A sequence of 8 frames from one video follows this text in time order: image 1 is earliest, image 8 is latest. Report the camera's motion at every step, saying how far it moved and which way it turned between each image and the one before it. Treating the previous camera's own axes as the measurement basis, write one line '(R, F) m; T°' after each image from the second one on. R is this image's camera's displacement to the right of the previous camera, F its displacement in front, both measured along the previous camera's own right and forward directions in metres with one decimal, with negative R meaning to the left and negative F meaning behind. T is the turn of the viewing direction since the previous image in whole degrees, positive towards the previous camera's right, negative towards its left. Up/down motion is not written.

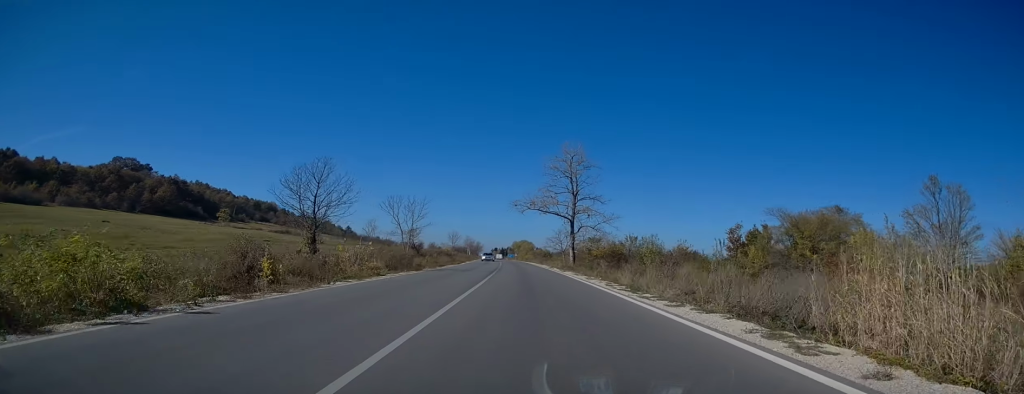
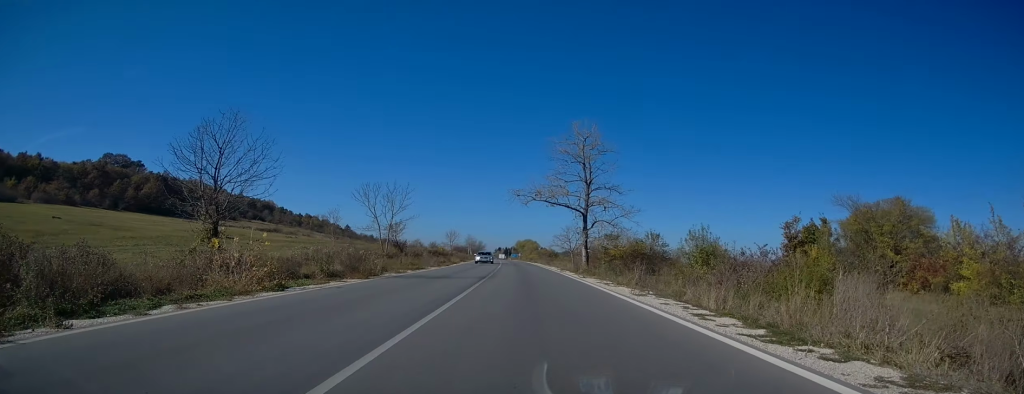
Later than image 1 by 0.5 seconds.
(-0.1, +11.4) m; 0°
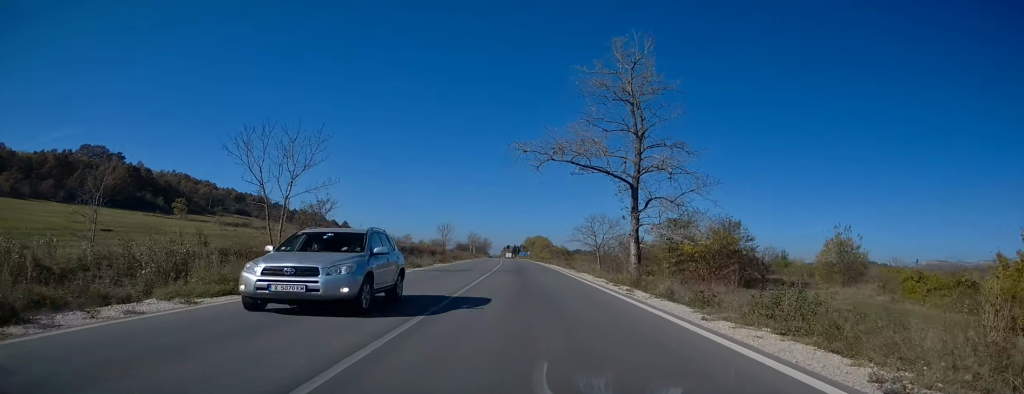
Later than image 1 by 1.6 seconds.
(-0.1, +24.5) m; 0°
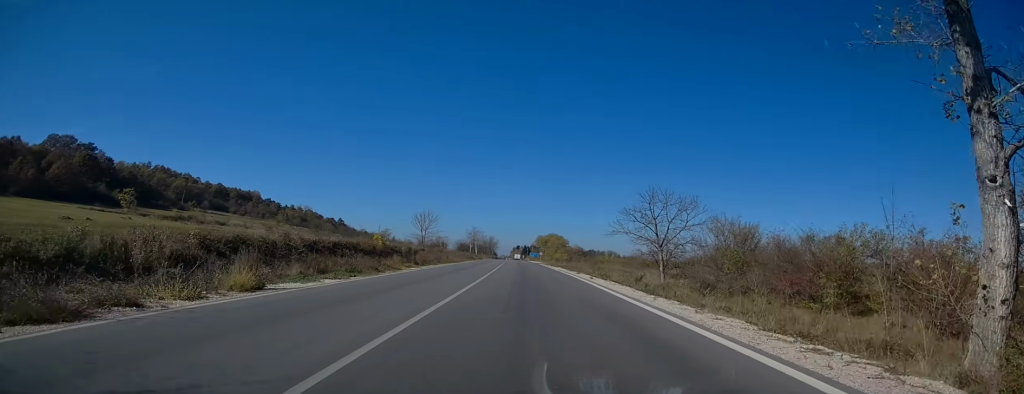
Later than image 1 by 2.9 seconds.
(-0.1, +30.2) m; -1°
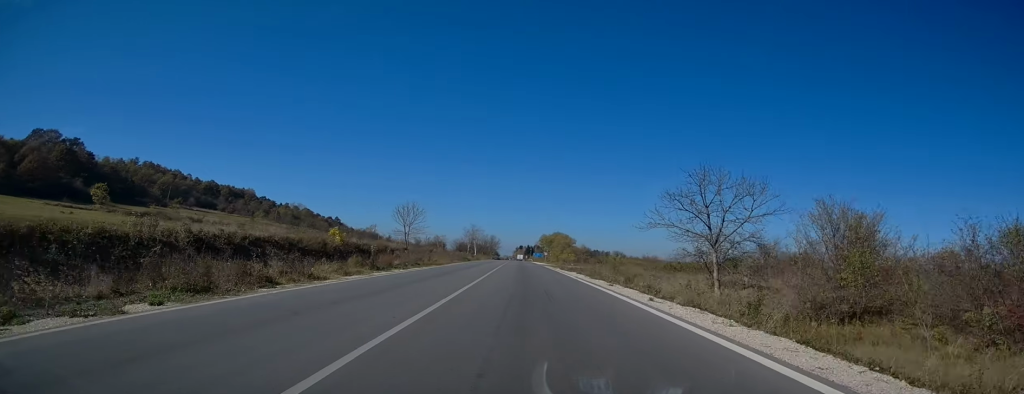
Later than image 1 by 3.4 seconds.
(0.0, +12.4) m; 0°
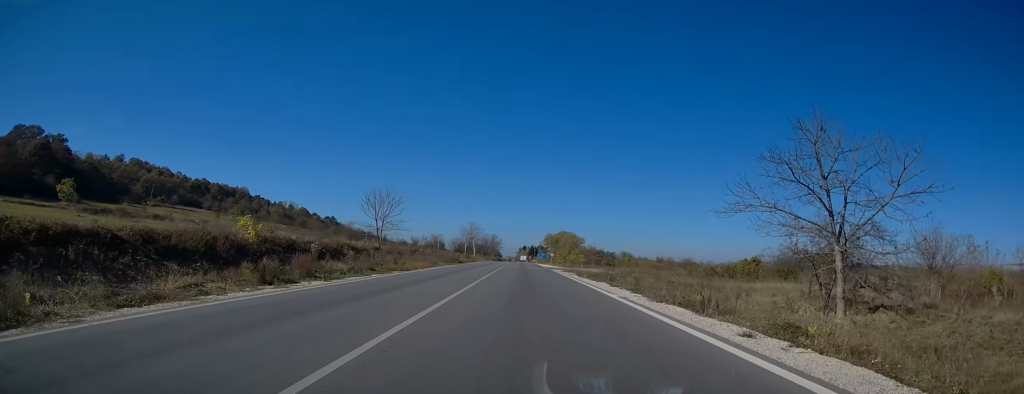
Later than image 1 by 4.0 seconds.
(-0.2, +13.2) m; 0°
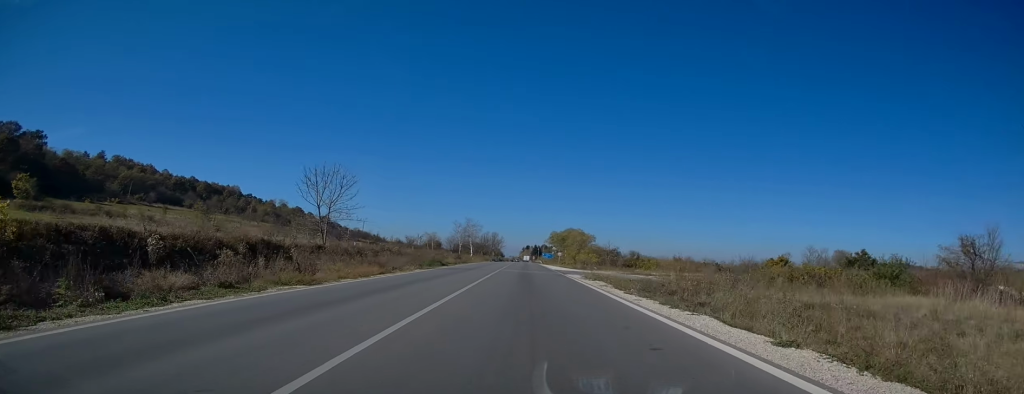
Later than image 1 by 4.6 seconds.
(+0.1, +14.7) m; 0°
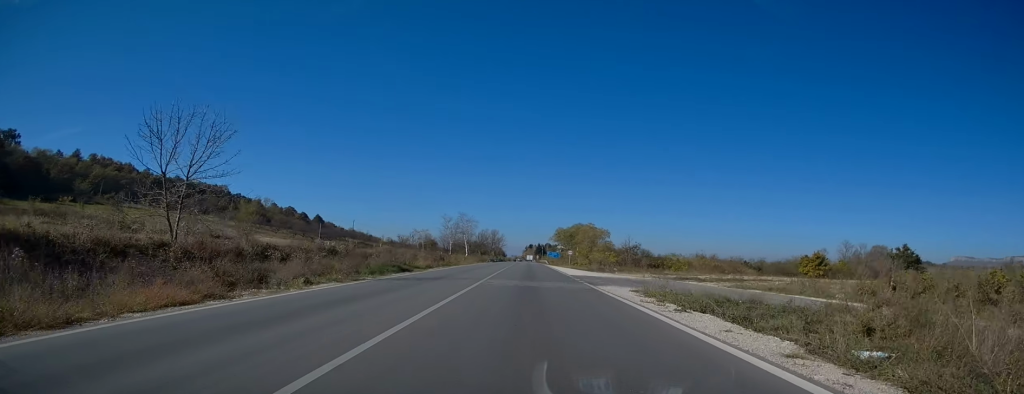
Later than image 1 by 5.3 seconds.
(+0.2, +16.3) m; 0°
